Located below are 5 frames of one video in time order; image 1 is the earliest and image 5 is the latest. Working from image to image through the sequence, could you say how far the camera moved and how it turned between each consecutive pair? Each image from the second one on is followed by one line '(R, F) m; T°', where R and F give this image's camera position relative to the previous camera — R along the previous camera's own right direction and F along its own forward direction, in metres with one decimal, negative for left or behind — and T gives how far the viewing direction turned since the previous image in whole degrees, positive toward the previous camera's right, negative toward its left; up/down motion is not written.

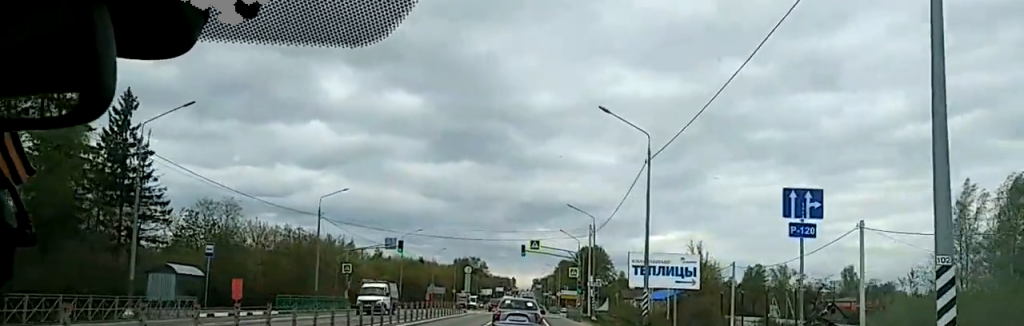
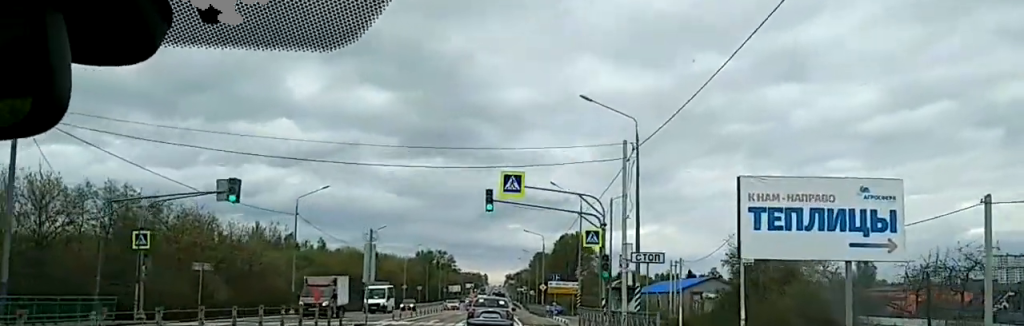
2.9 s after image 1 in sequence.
(+1.4, +40.8) m; +1°
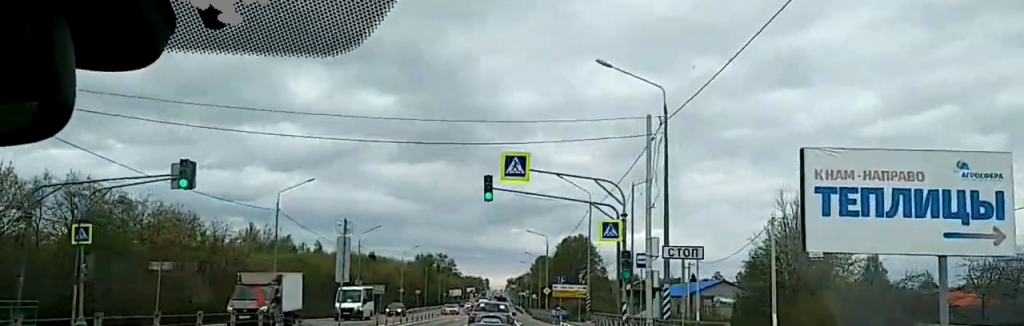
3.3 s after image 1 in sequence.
(-0.1, +6.3) m; -1°
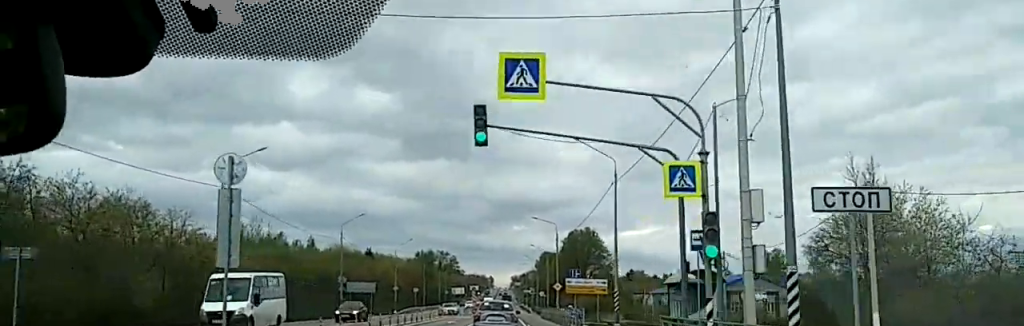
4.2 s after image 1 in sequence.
(-0.1, +13.0) m; 0°
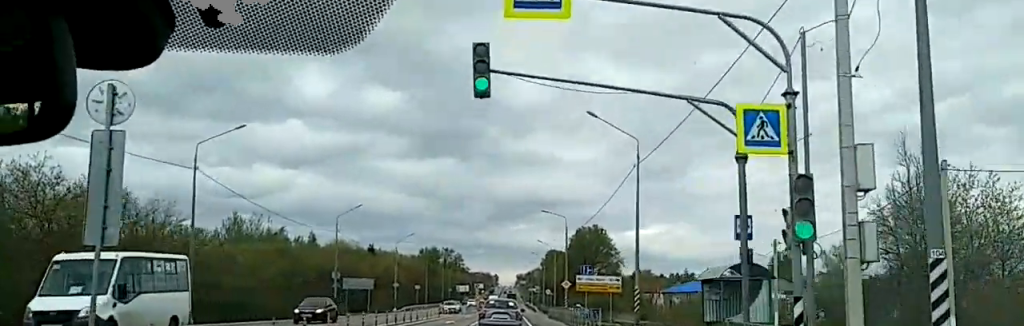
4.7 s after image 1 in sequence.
(0.0, +6.2) m; 0°
